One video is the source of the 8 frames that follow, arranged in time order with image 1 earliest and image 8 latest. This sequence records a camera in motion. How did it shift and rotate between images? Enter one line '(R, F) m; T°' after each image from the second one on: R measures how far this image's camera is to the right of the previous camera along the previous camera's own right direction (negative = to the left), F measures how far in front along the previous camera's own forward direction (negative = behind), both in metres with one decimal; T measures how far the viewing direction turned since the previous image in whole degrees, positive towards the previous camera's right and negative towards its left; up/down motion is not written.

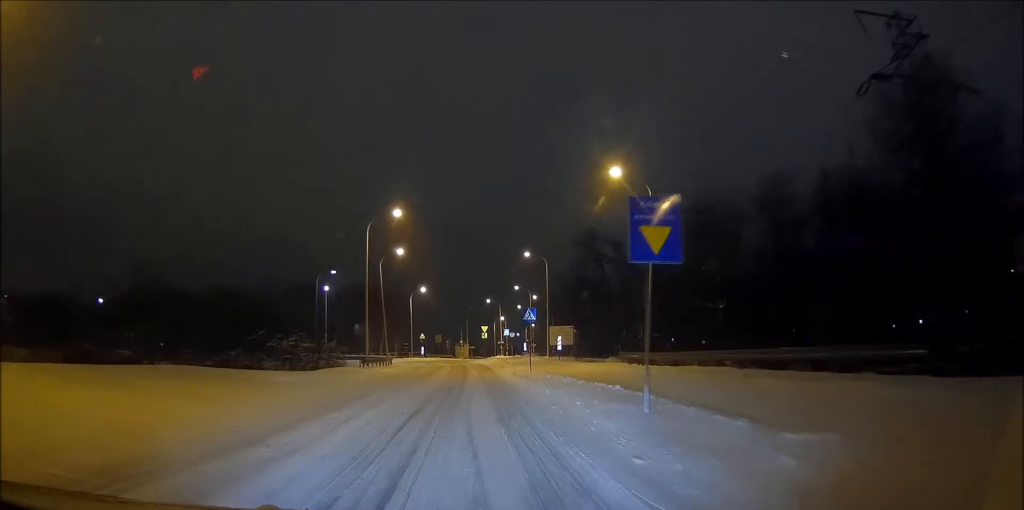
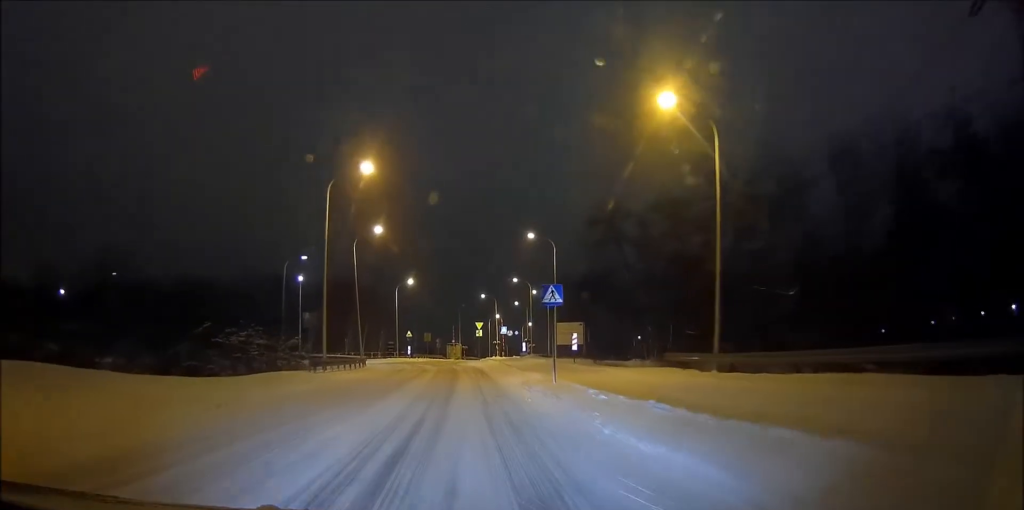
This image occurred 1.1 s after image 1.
(-0.1, +11.1) m; 0°
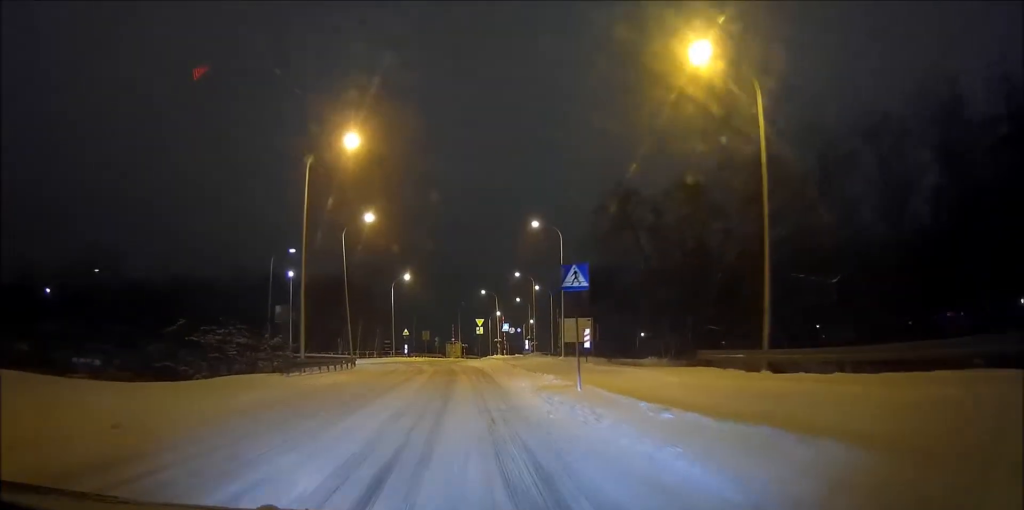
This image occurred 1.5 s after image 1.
(0.0, +4.4) m; 0°
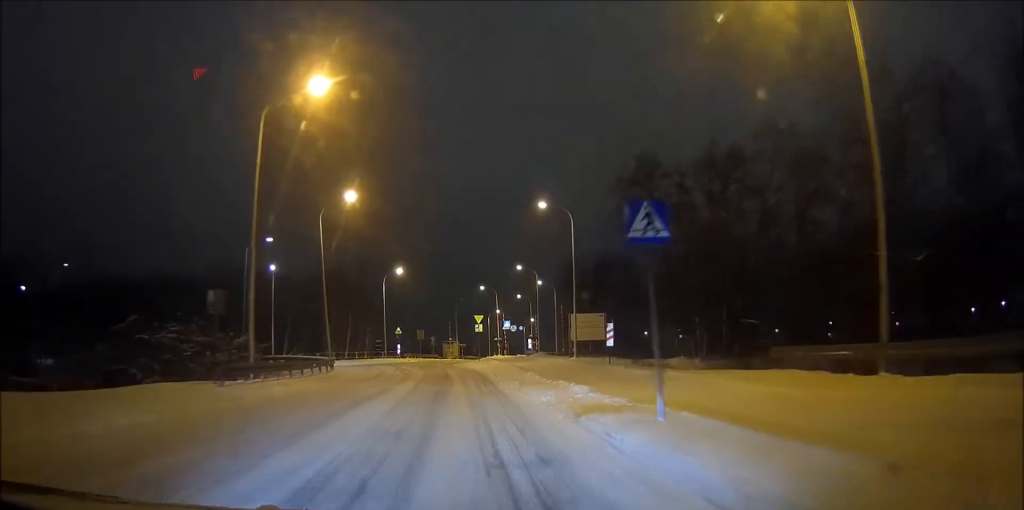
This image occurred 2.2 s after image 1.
(0.0, +6.8) m; 0°
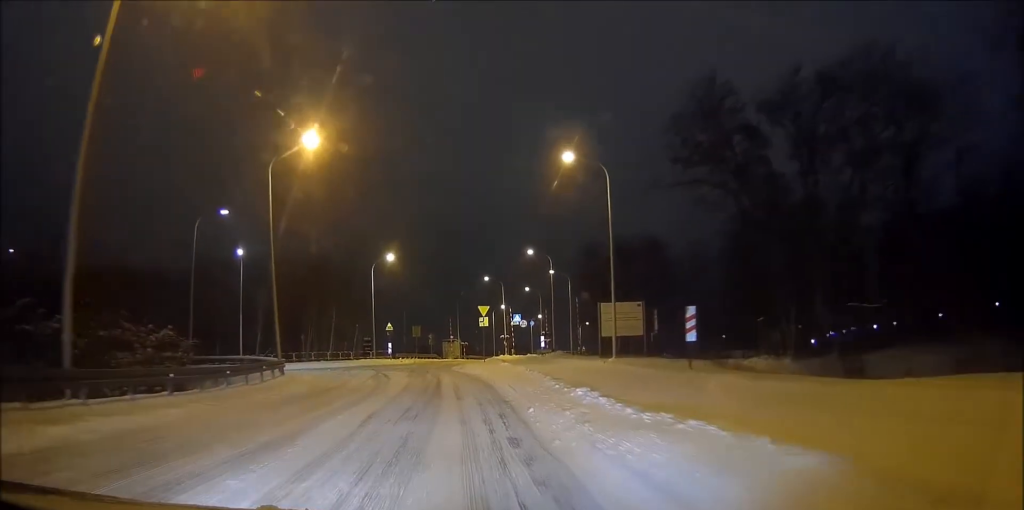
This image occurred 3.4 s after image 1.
(0.0, +12.3) m; 0°
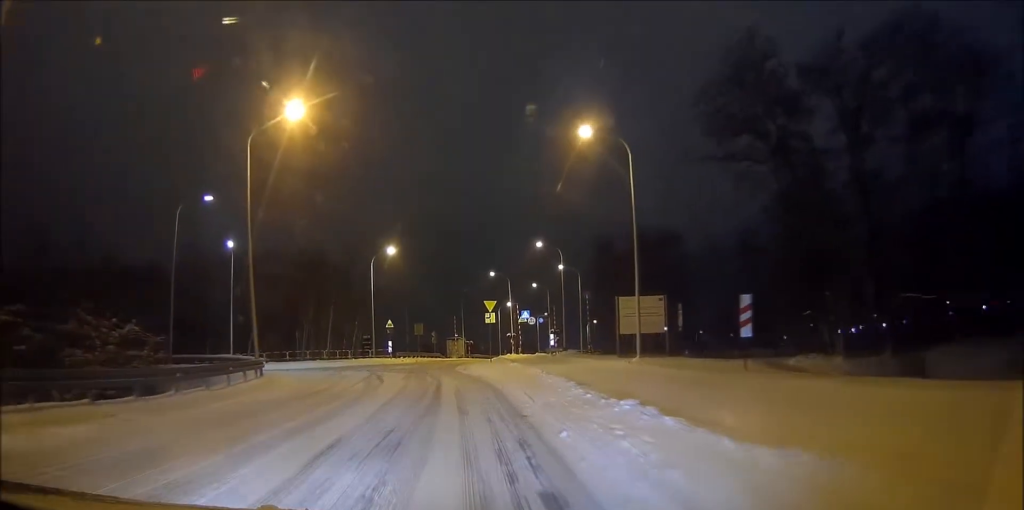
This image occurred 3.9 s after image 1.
(-0.1, +4.4) m; 0°
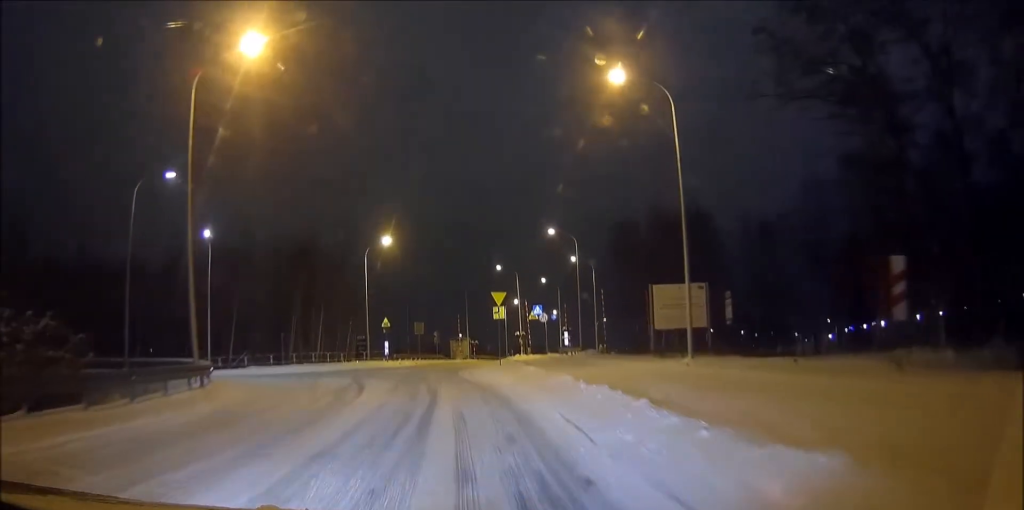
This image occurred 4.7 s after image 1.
(+0.1, +7.2) m; +1°
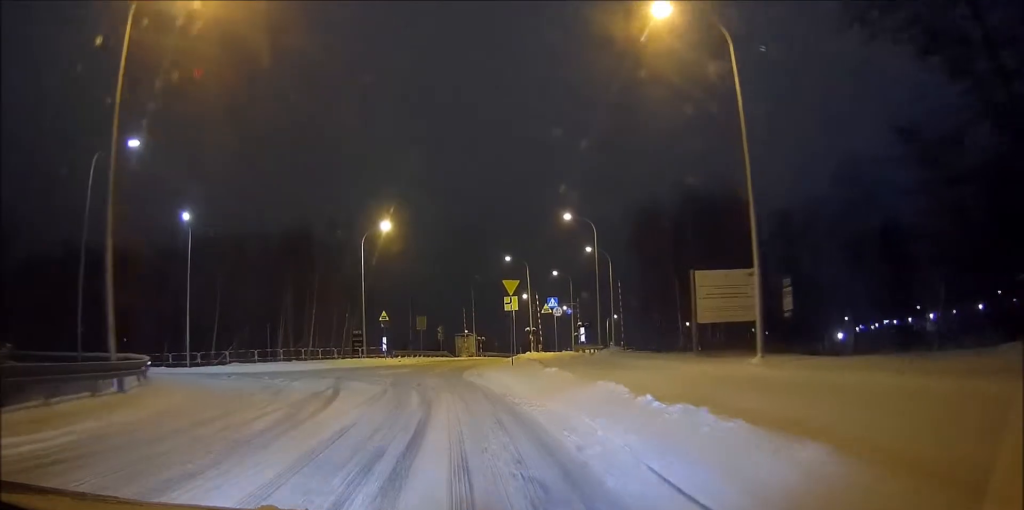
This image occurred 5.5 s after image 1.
(+0.1, +6.0) m; -1°
